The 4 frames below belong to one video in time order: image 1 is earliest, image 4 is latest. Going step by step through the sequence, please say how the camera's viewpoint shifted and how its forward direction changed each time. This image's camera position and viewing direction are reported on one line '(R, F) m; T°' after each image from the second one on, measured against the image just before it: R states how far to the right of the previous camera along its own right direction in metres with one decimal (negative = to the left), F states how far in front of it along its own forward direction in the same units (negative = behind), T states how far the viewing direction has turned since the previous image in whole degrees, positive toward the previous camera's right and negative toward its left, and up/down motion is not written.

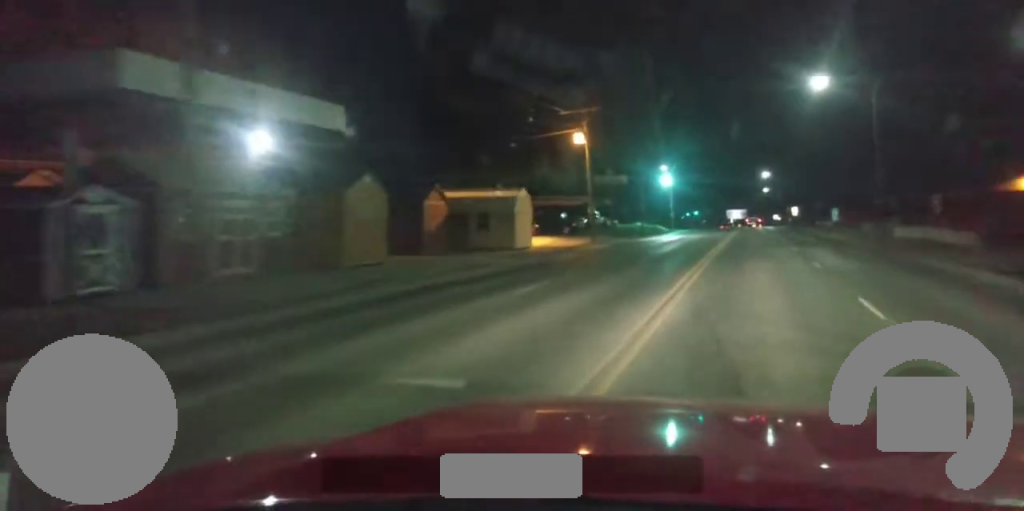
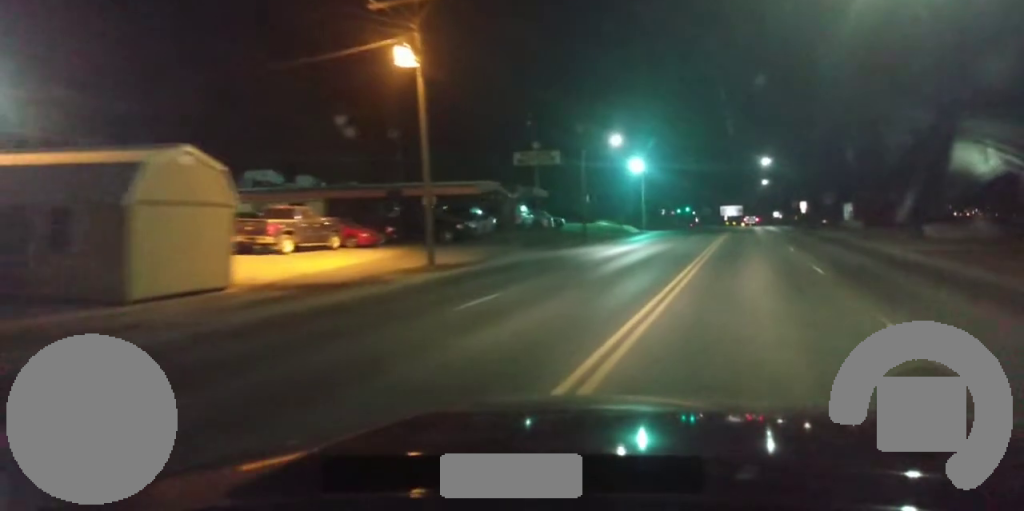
(+0.2, +27.4) m; 0°
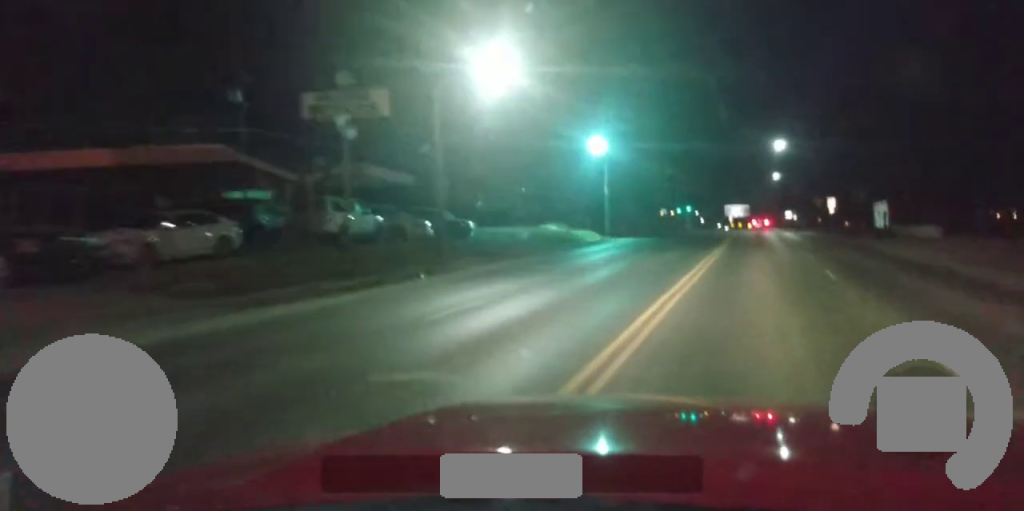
(-0.7, +26.4) m; -2°
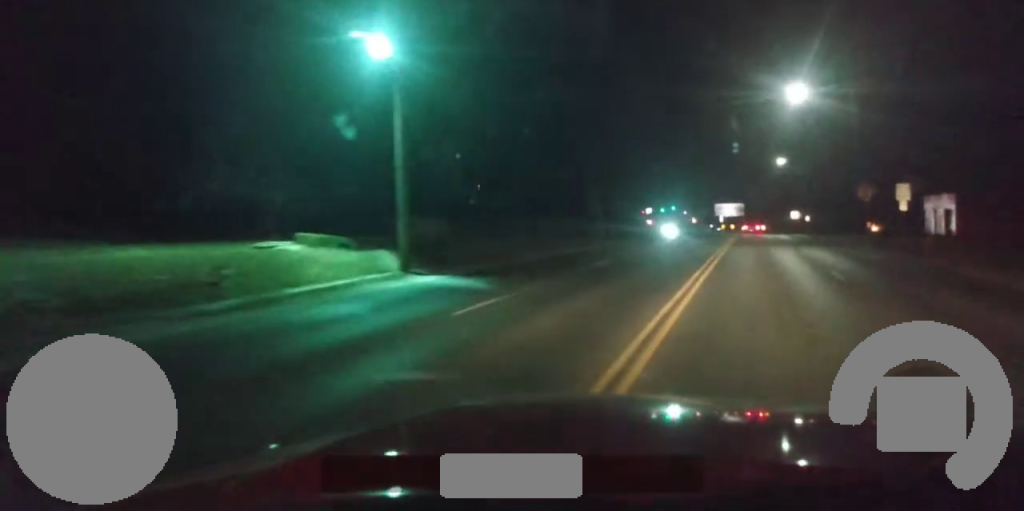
(+0.5, +36.3) m; 0°
